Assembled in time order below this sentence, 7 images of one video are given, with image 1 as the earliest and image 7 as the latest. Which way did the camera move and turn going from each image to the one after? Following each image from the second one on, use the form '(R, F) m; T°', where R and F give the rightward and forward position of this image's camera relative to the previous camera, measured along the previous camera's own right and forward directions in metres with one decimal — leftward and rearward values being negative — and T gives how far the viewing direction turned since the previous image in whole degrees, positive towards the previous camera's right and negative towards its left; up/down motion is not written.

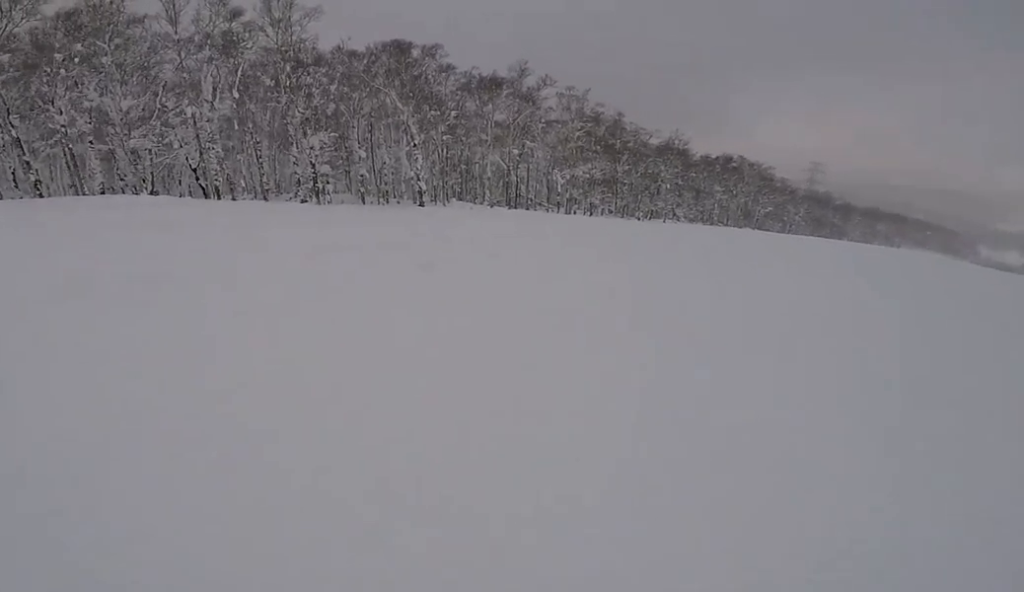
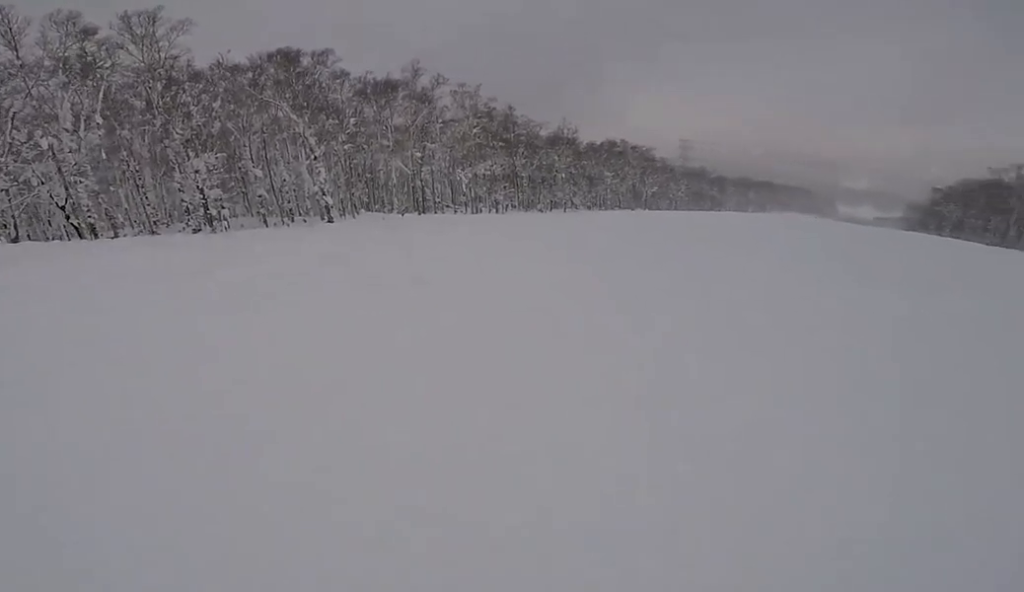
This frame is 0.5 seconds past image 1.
(-0.5, +2.9) m; +8°
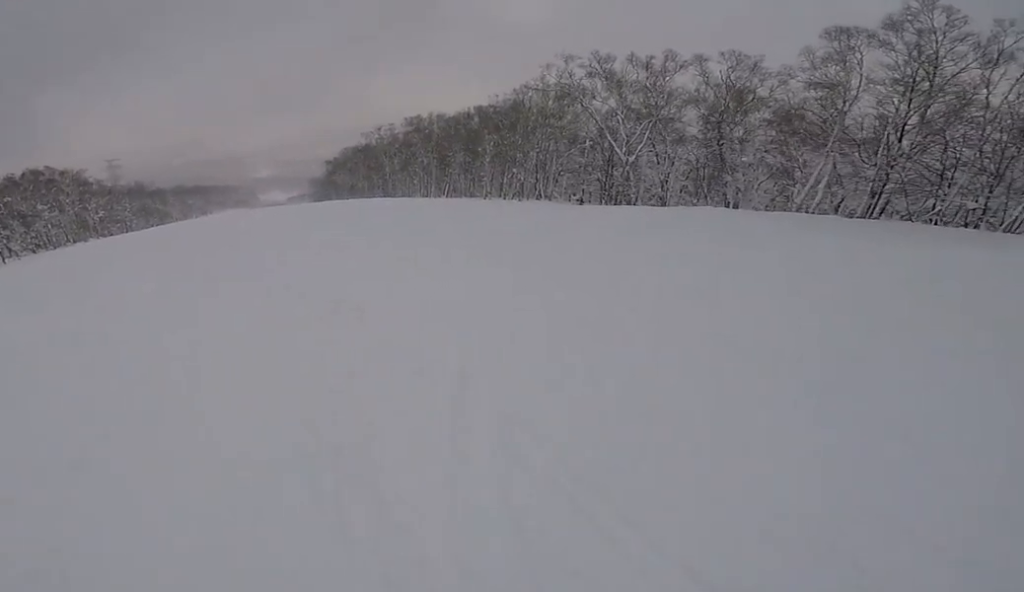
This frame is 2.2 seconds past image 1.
(+3.9, +8.3) m; +58°
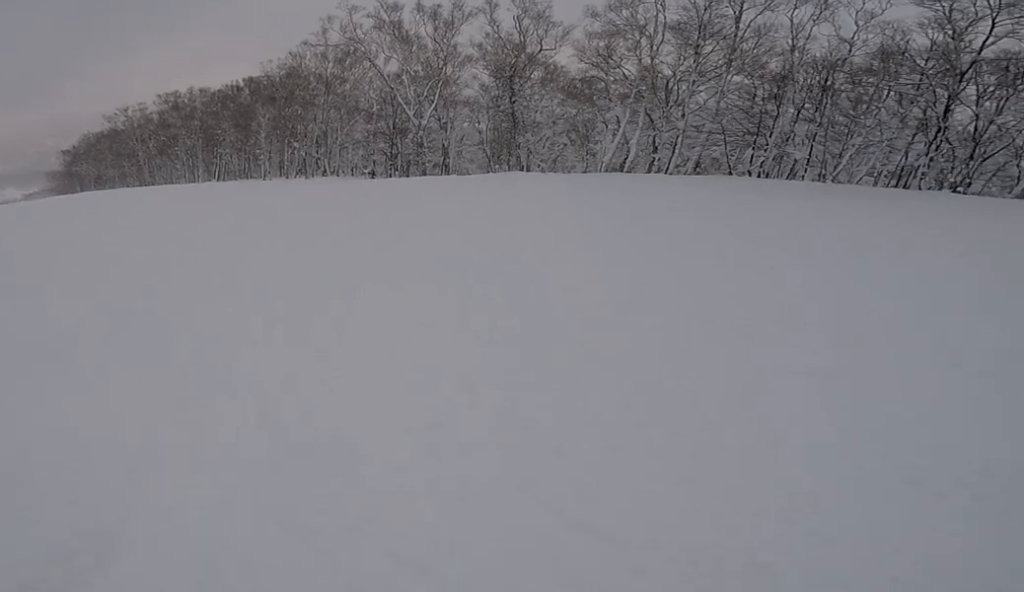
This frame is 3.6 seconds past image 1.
(+2.3, +9.3) m; +14°
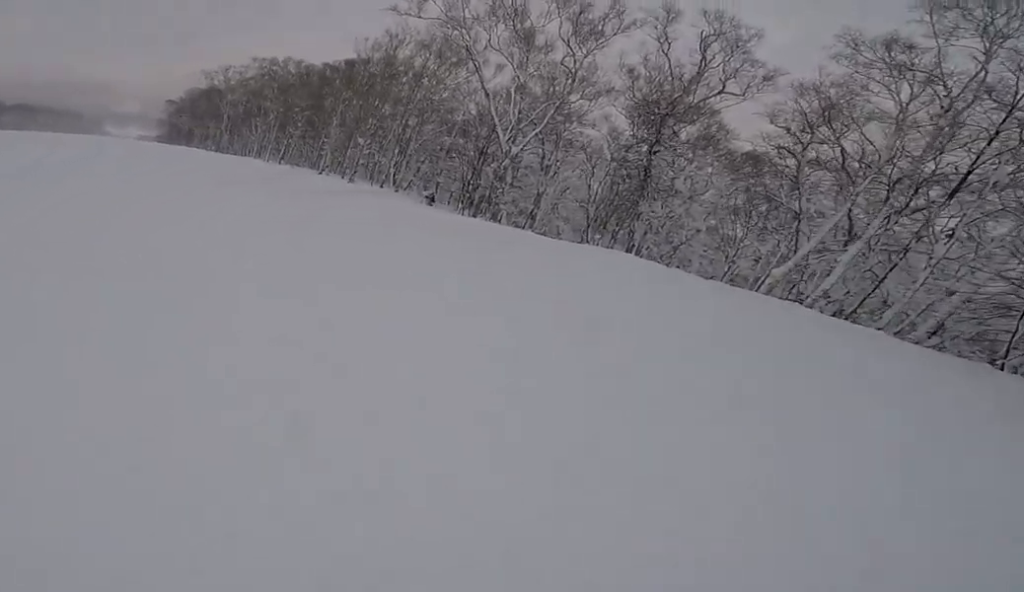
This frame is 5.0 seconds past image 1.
(0.0, +11.2) m; -3°
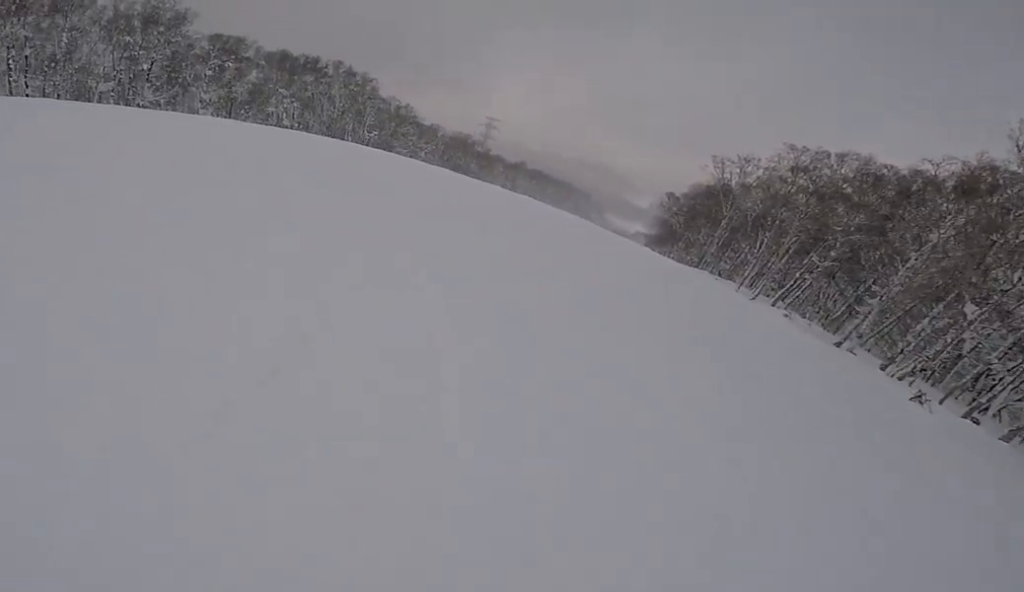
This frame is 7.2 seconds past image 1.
(-7.0, +15.0) m; -54°
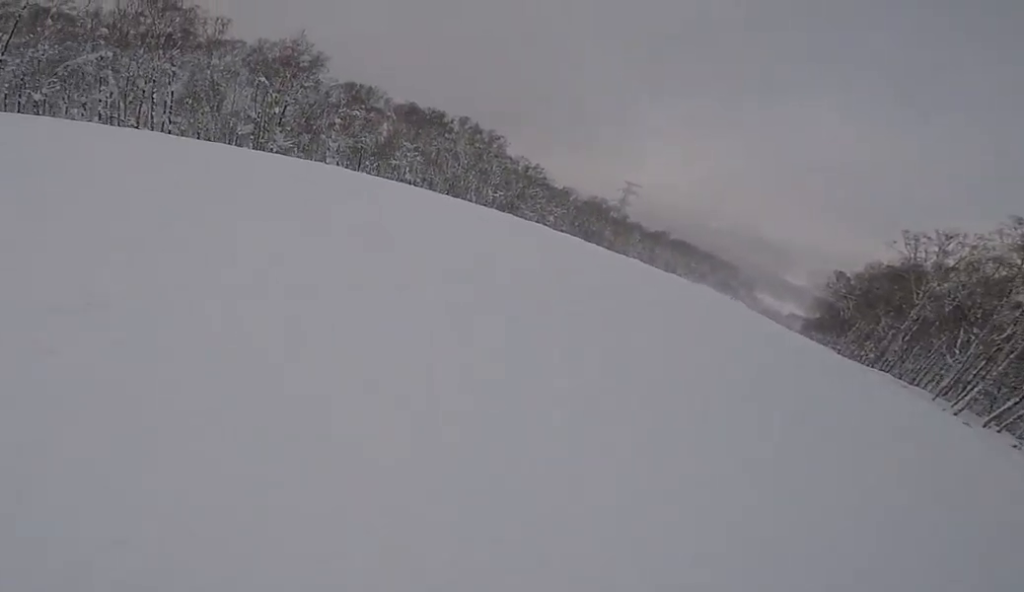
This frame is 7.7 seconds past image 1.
(-0.6, +4.6) m; -11°
